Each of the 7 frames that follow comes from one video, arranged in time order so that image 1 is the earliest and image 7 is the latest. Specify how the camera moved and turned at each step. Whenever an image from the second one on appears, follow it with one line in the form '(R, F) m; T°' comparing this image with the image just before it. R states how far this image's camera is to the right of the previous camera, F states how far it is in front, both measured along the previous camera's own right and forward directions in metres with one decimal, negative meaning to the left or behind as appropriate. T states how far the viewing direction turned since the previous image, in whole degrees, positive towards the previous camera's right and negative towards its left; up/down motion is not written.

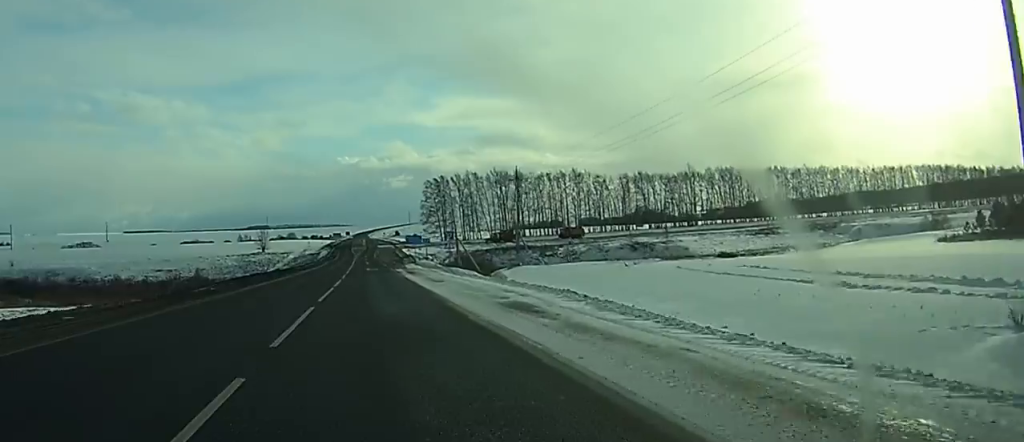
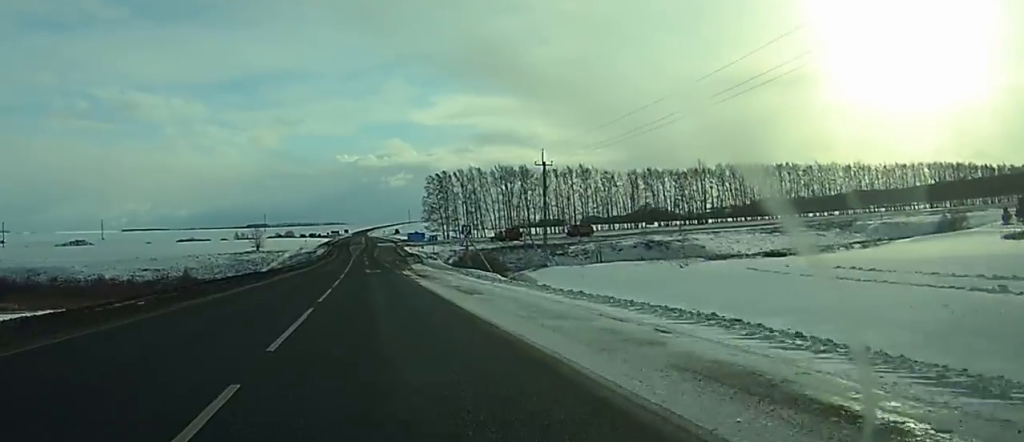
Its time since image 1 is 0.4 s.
(0.0, +12.5) m; 0°
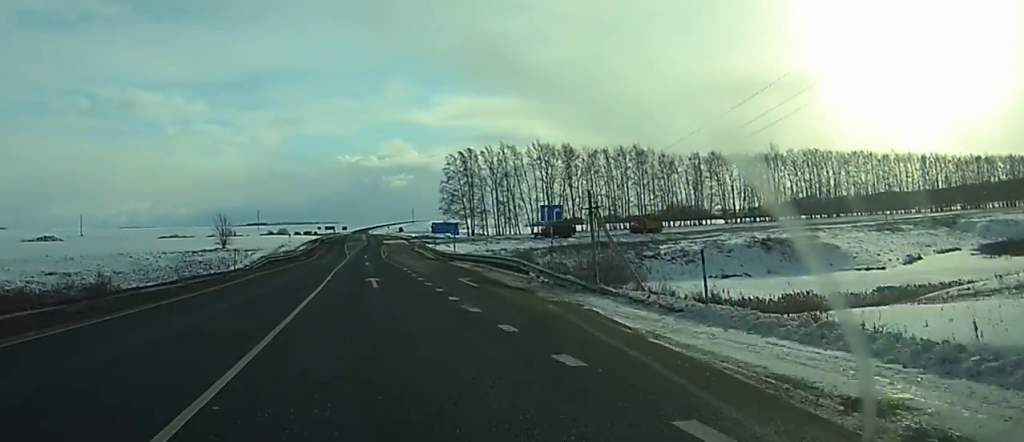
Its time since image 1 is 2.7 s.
(0.0, +64.5) m; 0°
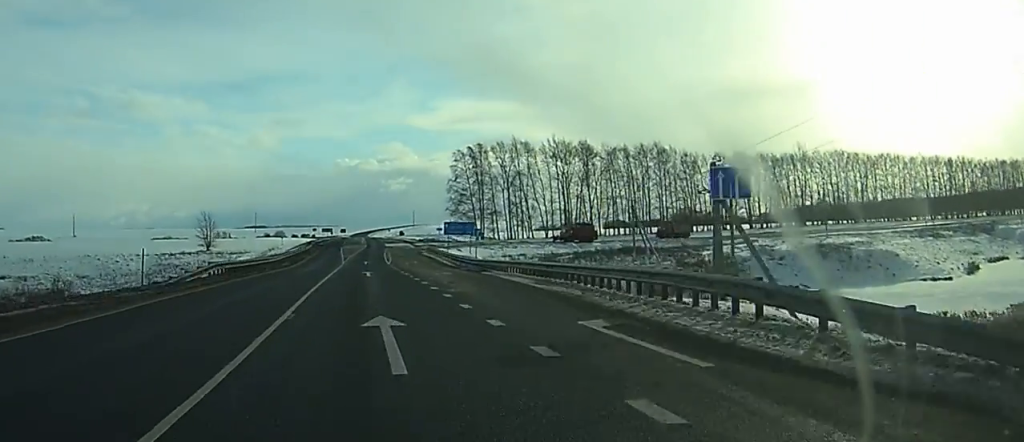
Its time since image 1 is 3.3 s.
(-0.1, +19.2) m; 0°
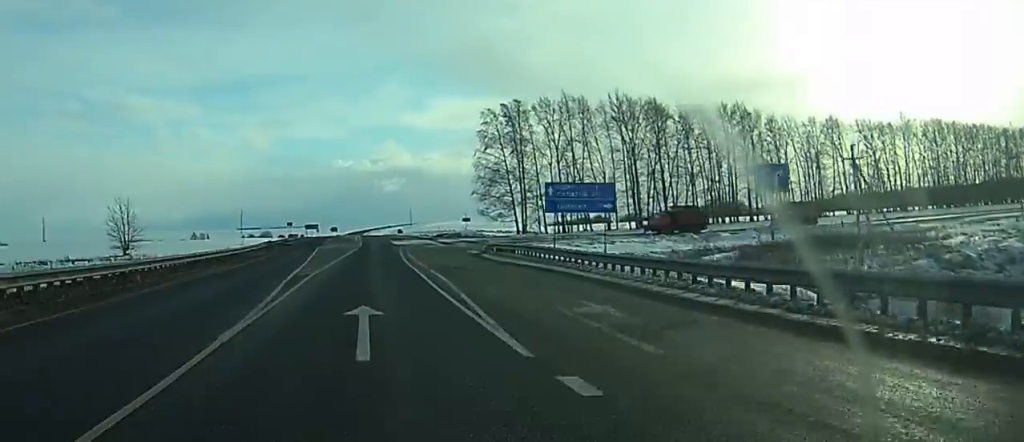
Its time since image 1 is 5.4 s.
(+0.8, +60.3) m; +1°
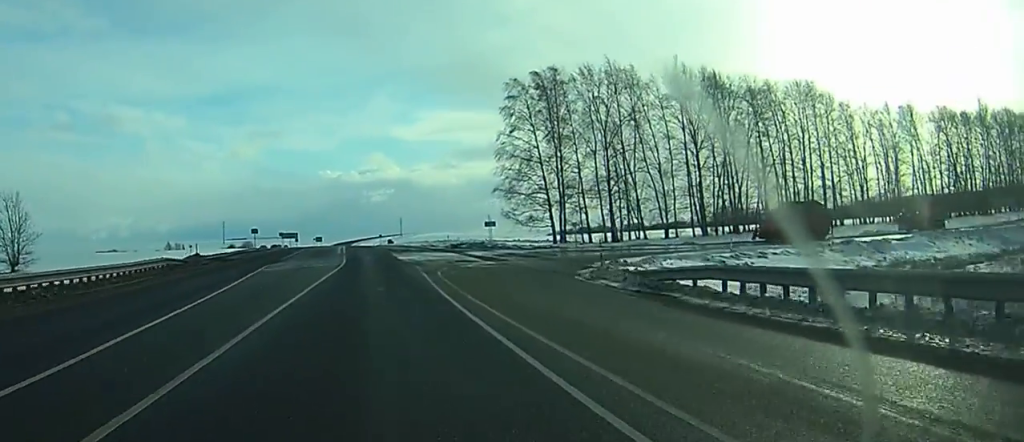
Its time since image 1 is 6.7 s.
(+0.3, +36.9) m; +1°
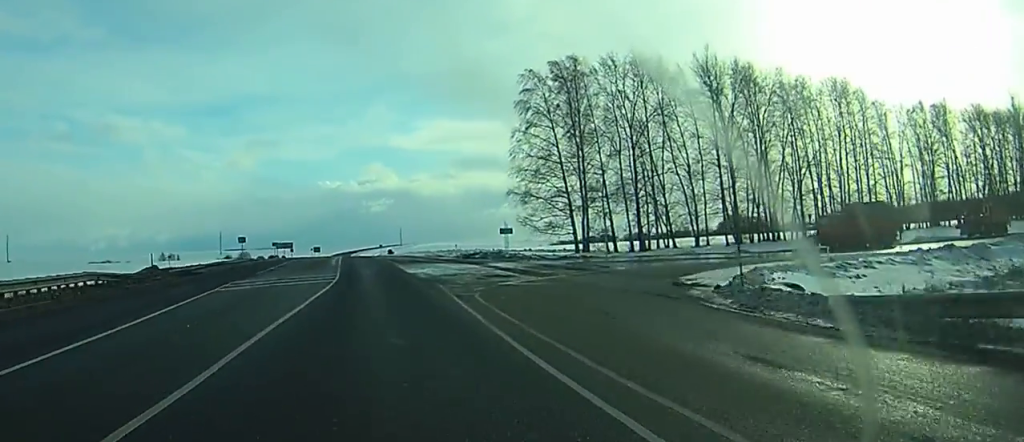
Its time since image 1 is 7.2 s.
(+0.1, +12.2) m; 0°
